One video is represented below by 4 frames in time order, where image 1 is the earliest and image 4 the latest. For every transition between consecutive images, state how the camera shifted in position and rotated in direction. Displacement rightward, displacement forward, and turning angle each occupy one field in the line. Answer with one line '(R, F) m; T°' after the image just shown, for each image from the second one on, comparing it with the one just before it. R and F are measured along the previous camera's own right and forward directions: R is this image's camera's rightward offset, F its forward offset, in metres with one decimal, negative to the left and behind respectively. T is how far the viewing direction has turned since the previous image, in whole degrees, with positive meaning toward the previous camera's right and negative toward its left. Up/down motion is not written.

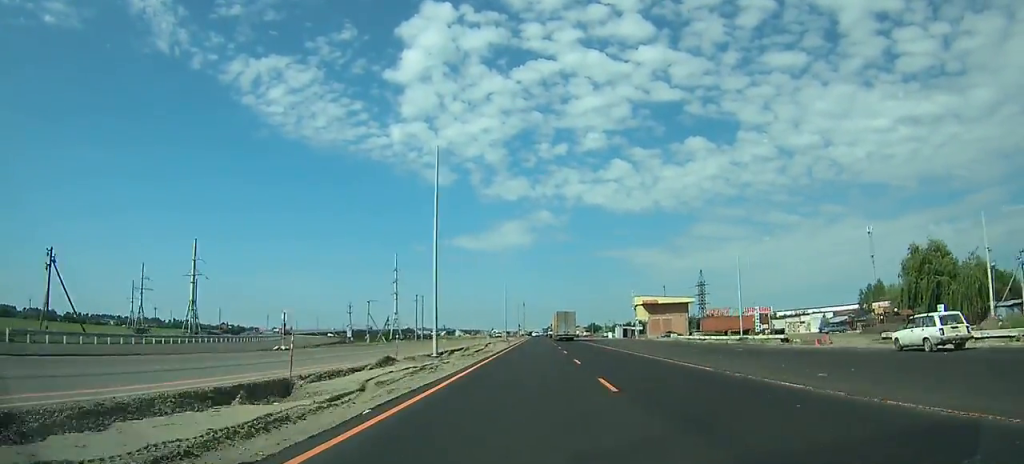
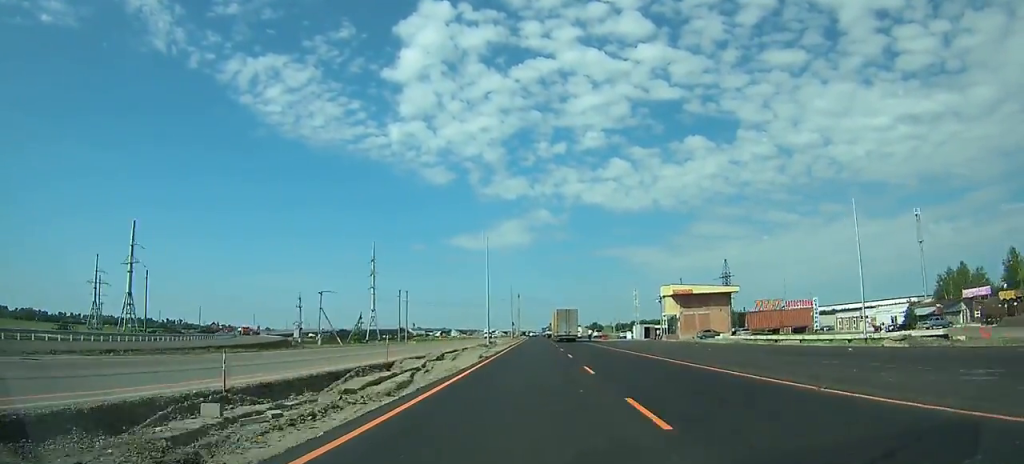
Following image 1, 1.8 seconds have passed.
(+0.1, +26.5) m; 0°
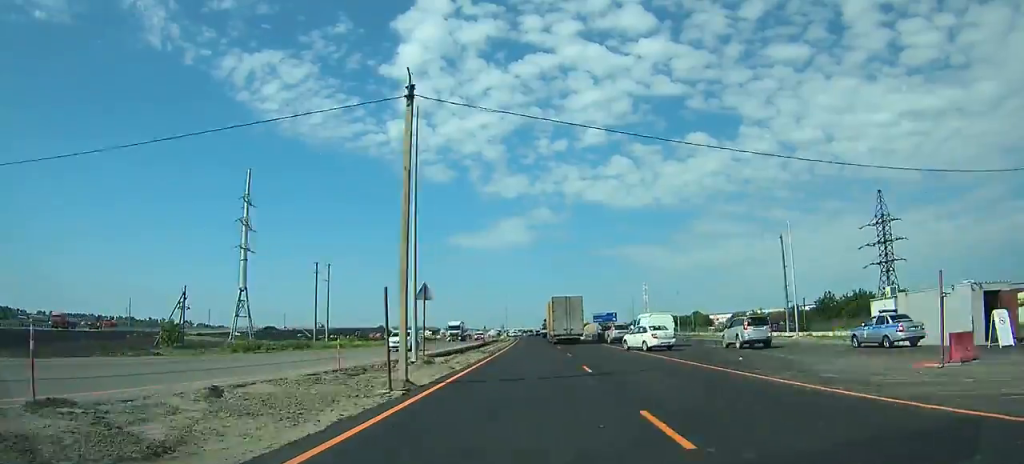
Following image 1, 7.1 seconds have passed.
(-0.1, +78.5) m; 0°
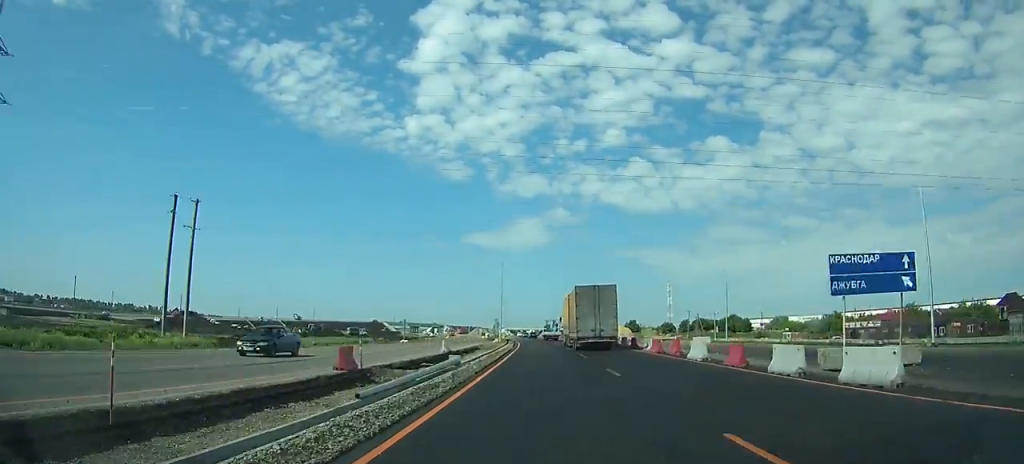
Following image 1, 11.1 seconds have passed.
(-0.4, +64.3) m; -1°
